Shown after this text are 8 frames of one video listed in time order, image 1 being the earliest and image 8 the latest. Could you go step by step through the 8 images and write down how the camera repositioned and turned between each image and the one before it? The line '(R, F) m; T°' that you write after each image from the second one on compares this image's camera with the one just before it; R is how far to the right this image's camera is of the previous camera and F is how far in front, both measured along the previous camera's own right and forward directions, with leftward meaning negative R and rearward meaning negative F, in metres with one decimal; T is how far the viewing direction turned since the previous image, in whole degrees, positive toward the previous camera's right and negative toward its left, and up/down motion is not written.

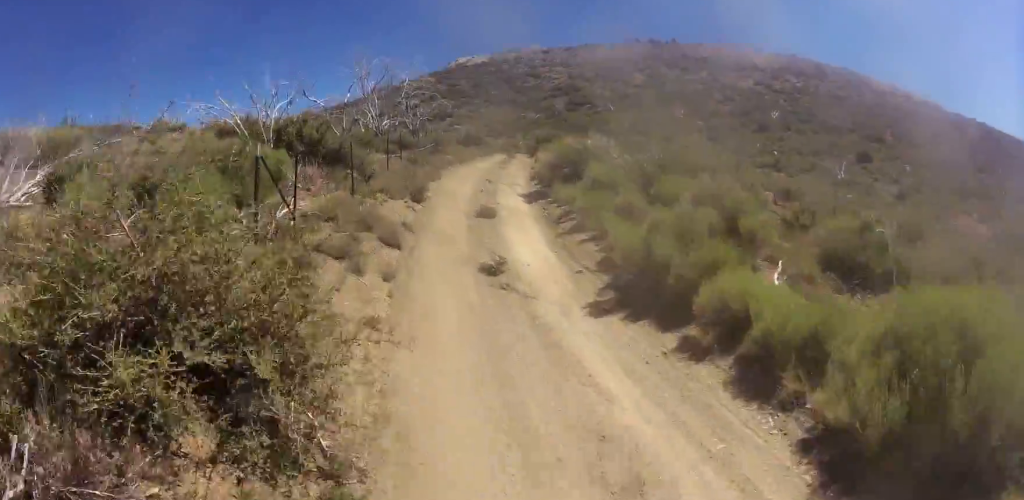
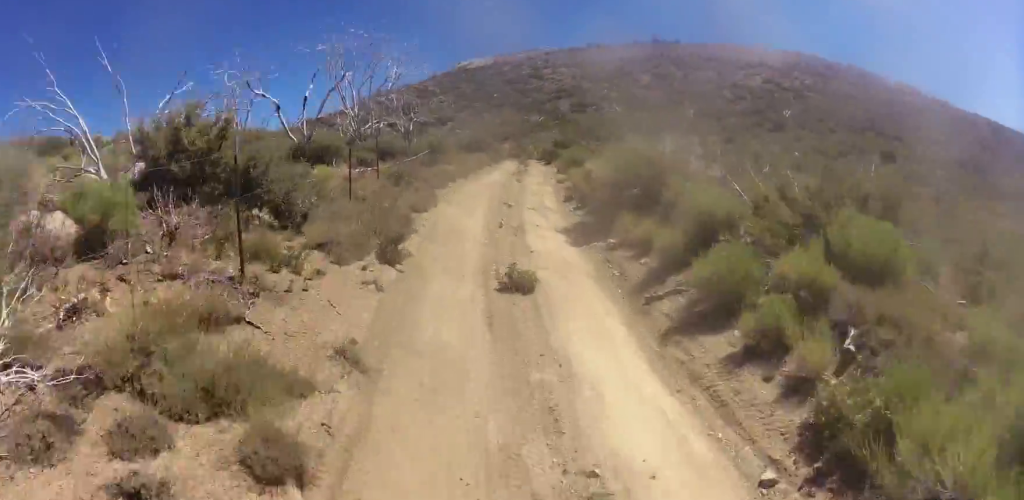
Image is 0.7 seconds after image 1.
(0.0, +5.2) m; 0°
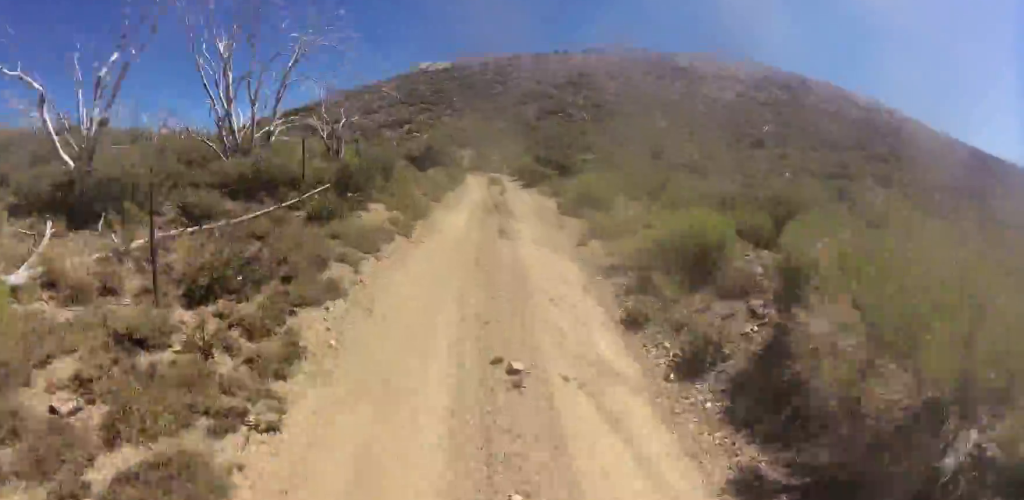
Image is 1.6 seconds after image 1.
(0.0, +7.2) m; 0°
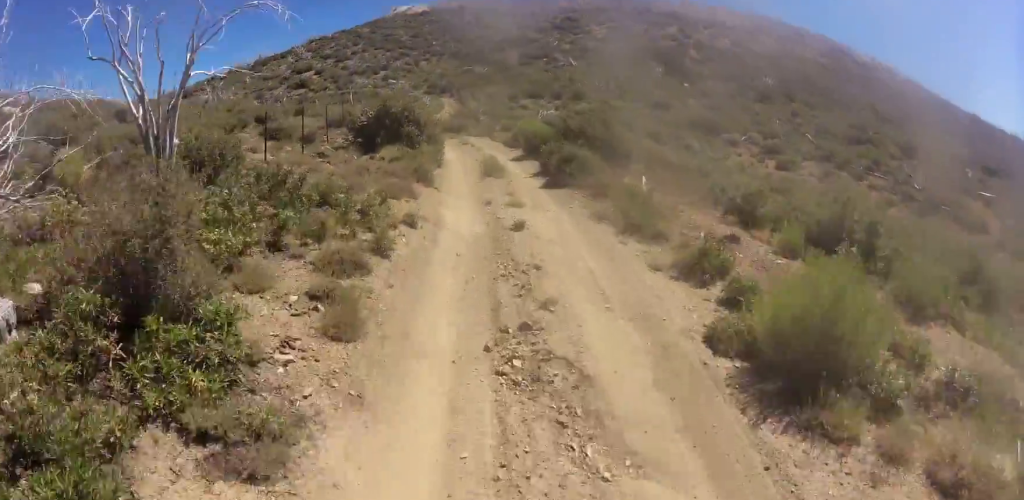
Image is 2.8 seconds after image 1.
(0.0, +9.6) m; 0°
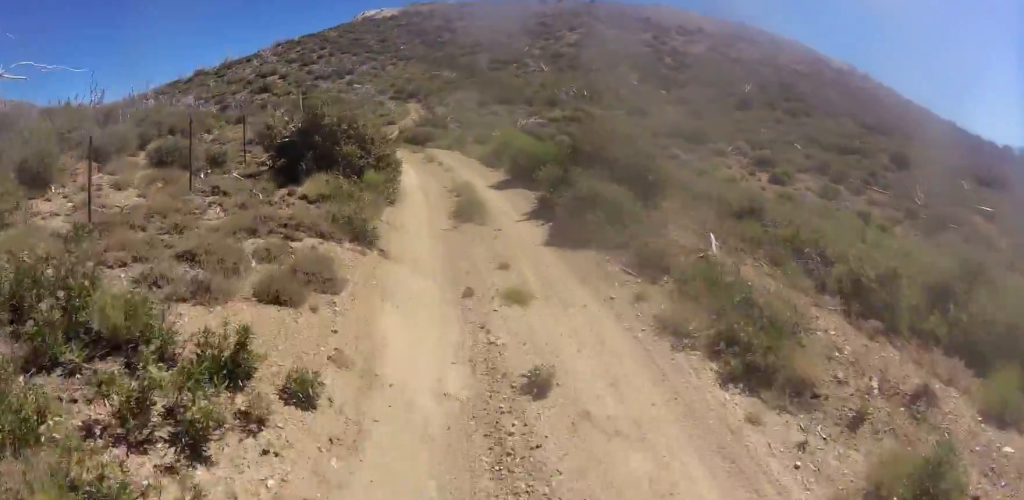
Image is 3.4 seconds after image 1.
(0.0, +4.8) m; 0°
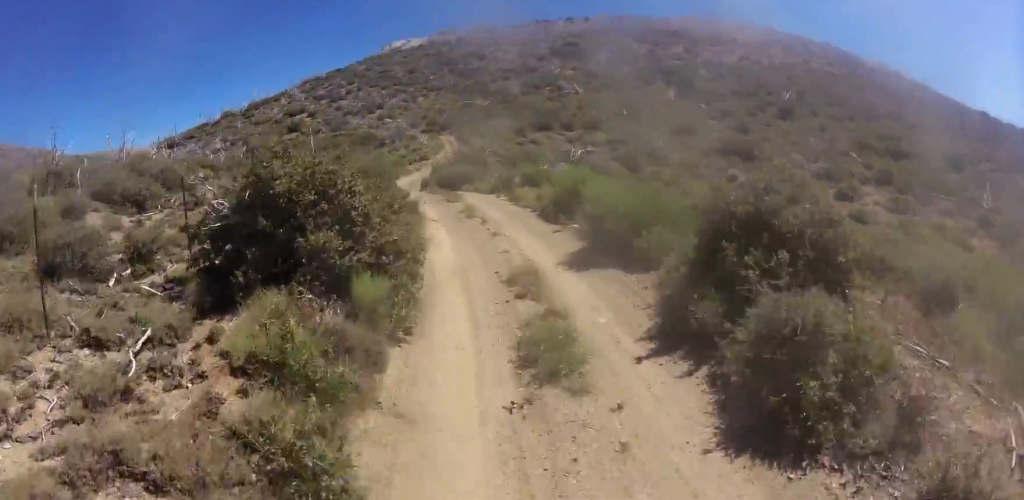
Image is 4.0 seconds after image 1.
(0.0, +4.8) m; 0°
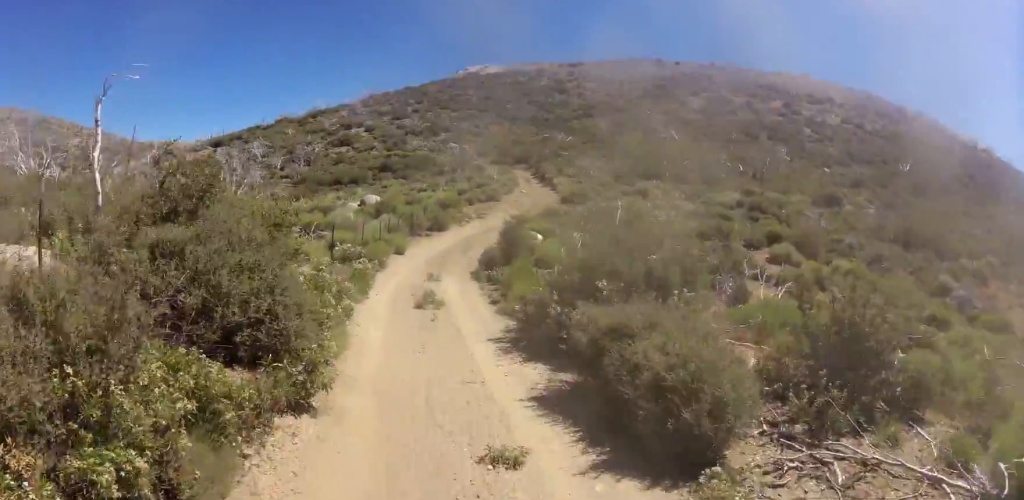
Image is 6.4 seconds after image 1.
(0.0, +19.8) m; 0°
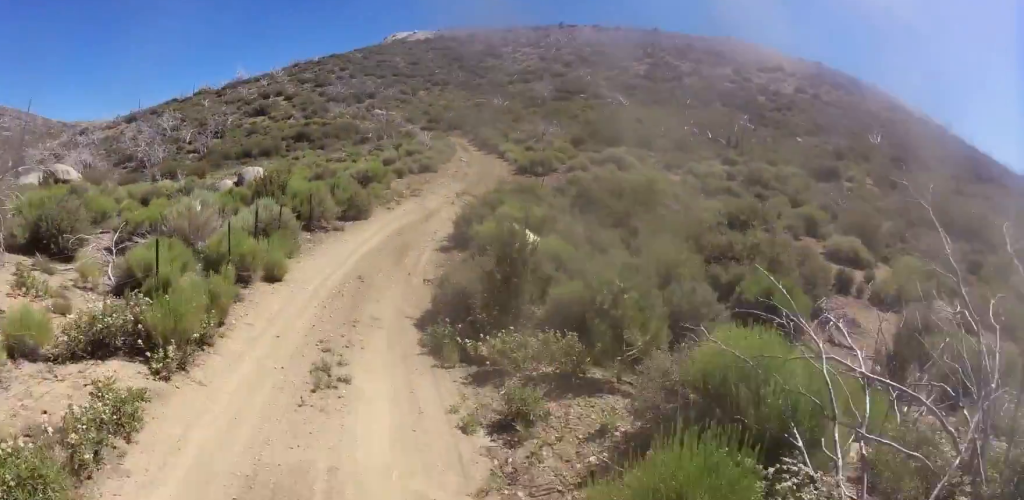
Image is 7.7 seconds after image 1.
(0.0, +10.2) m; 0°
